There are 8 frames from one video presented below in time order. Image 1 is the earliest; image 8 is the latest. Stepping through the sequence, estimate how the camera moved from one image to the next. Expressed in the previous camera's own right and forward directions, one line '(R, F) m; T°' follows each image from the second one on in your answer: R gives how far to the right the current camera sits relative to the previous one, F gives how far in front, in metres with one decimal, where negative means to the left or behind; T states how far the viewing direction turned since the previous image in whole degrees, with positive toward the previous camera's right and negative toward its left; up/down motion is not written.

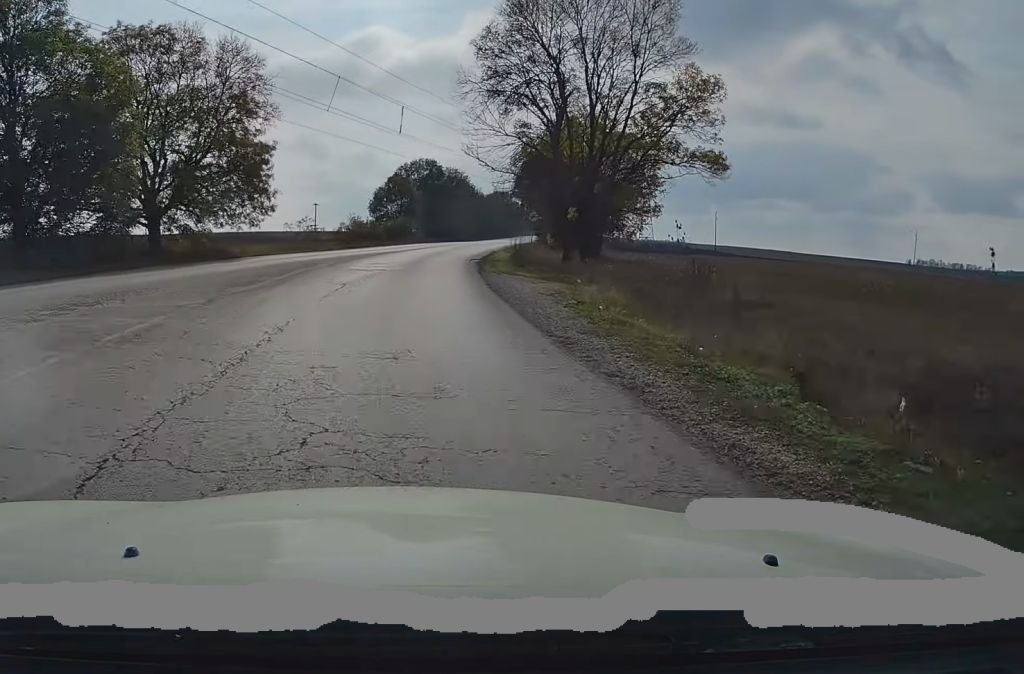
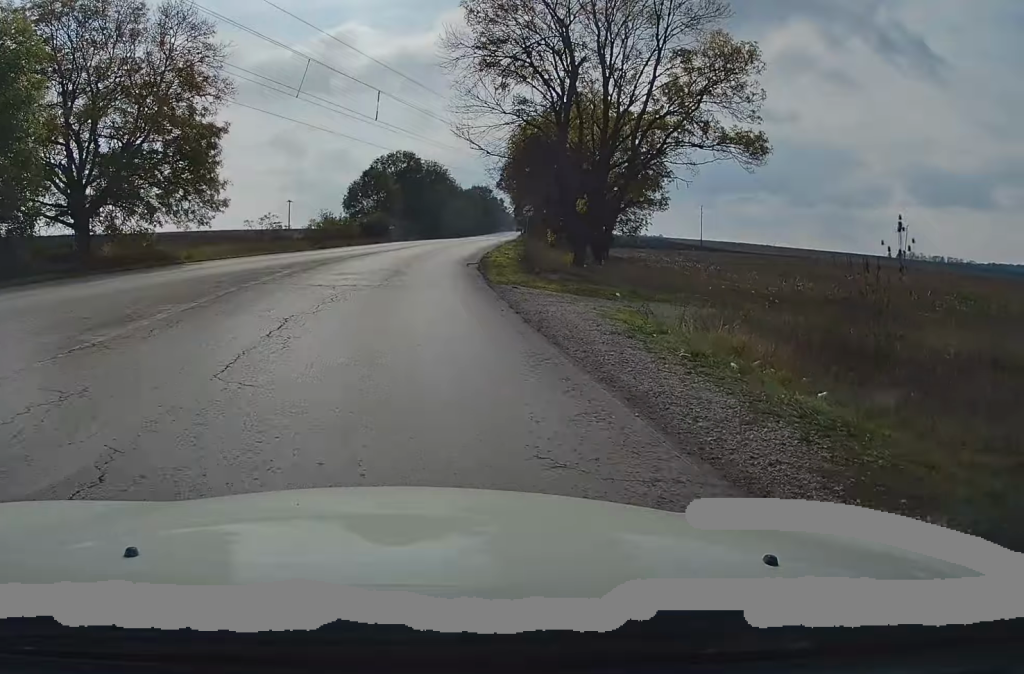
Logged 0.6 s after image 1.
(0.0, +7.0) m; +2°
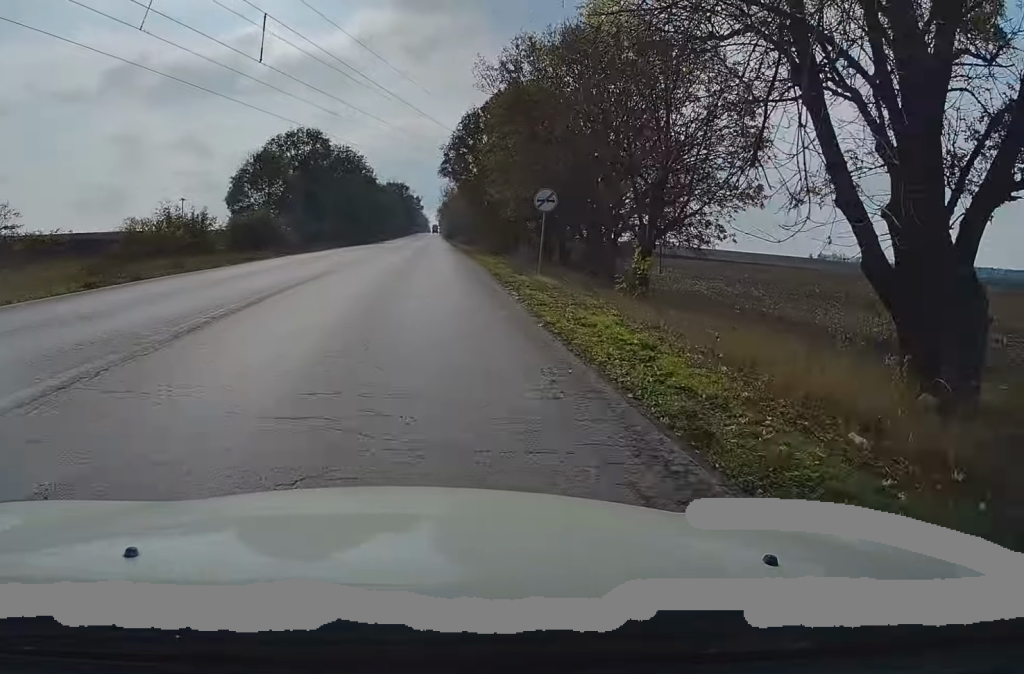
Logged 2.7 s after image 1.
(+1.7, +26.1) m; +7°
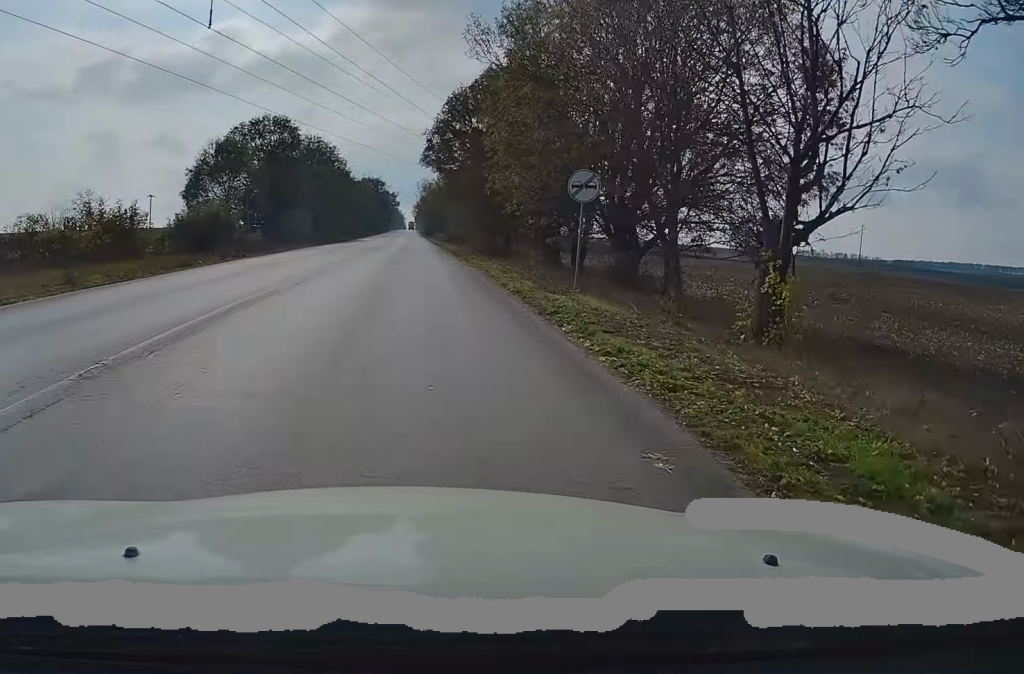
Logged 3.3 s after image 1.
(+0.1, +7.6) m; +1°
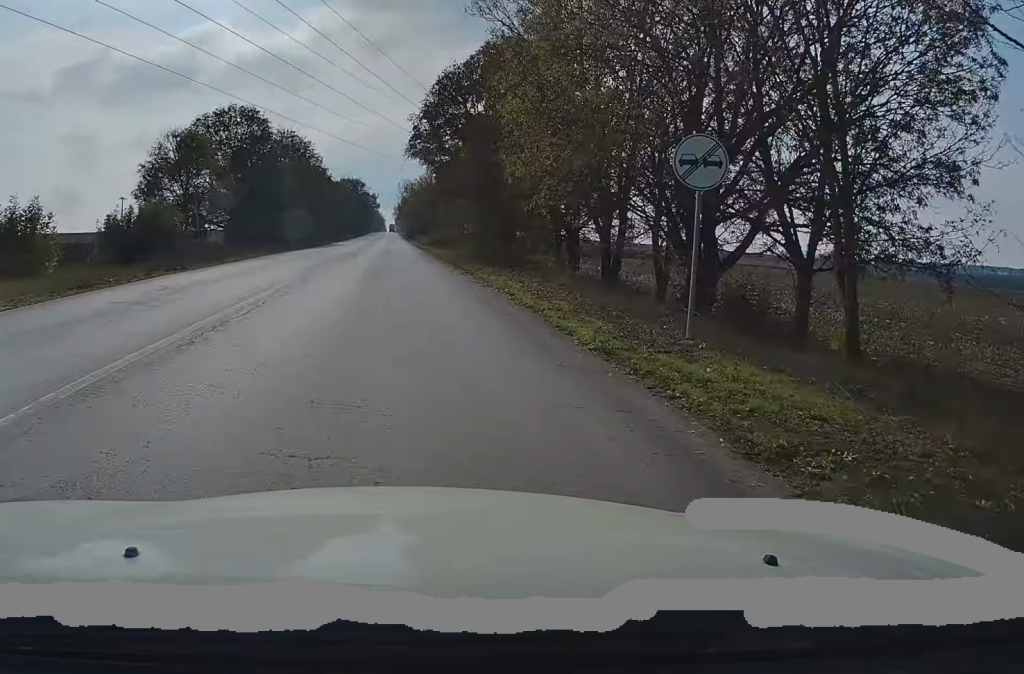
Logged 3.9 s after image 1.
(0.0, +7.6) m; +1°
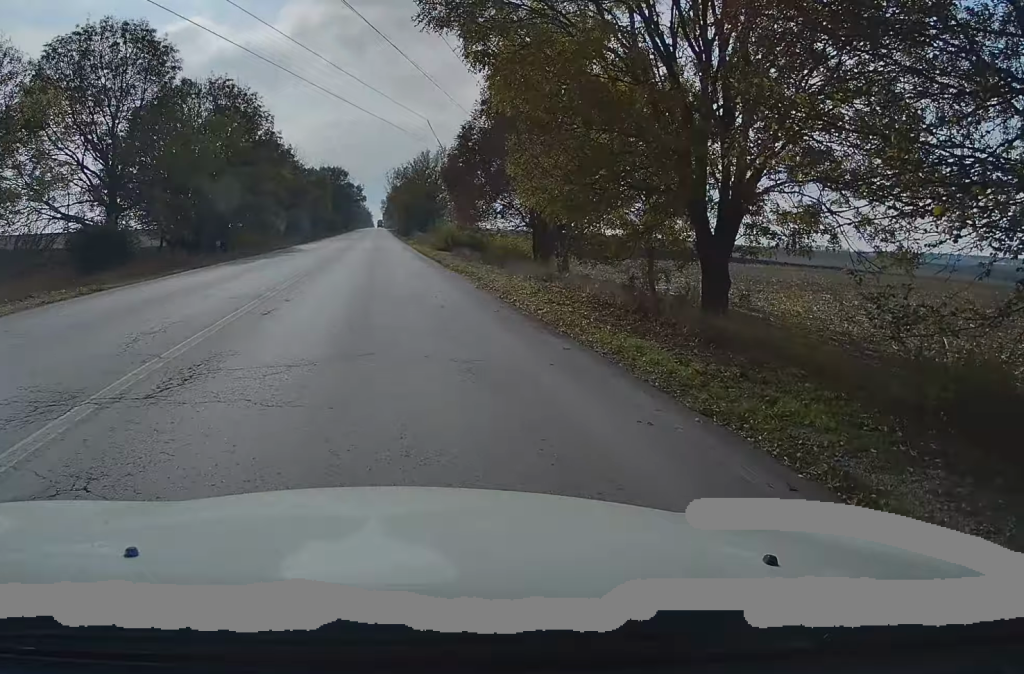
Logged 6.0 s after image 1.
(+0.3, +27.9) m; 0°
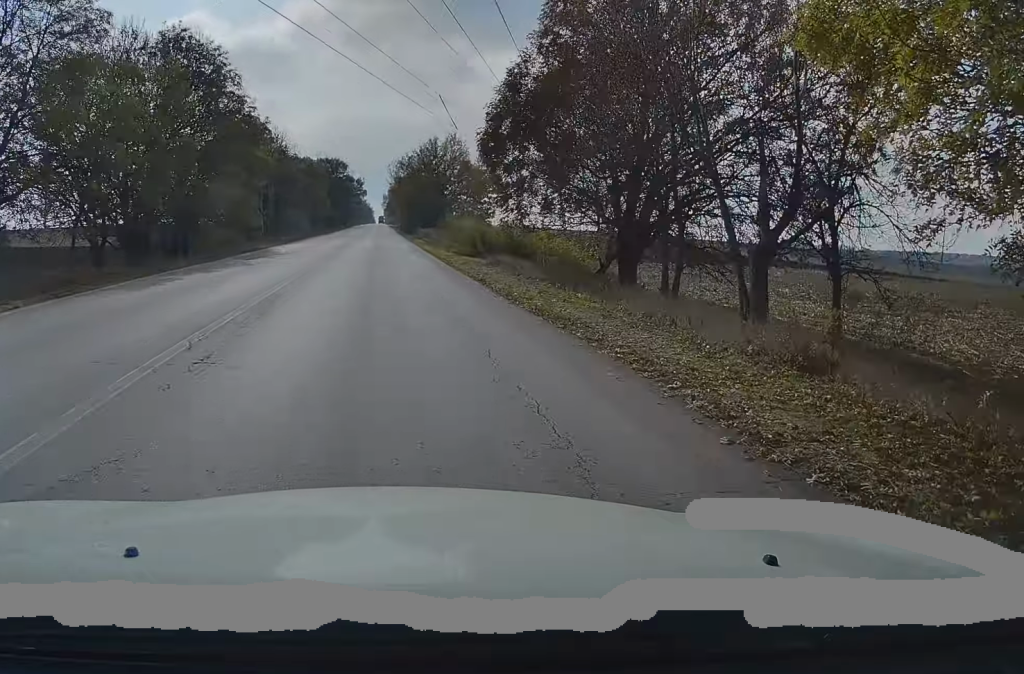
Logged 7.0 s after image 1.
(0.0, +13.1) m; +1°
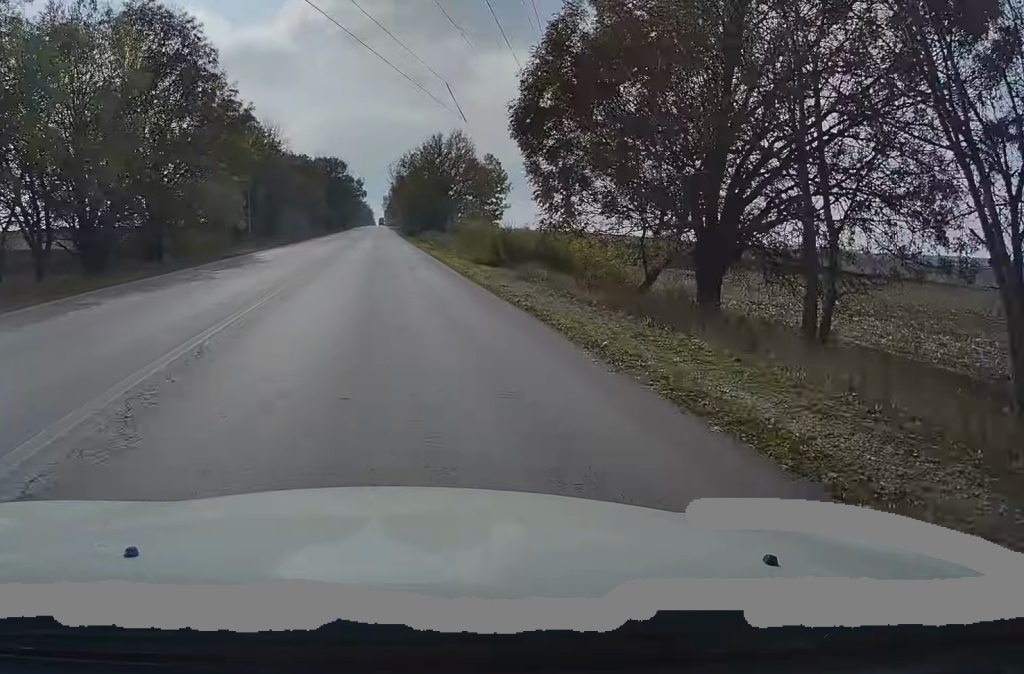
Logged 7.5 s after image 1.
(+0.1, +6.1) m; 0°
